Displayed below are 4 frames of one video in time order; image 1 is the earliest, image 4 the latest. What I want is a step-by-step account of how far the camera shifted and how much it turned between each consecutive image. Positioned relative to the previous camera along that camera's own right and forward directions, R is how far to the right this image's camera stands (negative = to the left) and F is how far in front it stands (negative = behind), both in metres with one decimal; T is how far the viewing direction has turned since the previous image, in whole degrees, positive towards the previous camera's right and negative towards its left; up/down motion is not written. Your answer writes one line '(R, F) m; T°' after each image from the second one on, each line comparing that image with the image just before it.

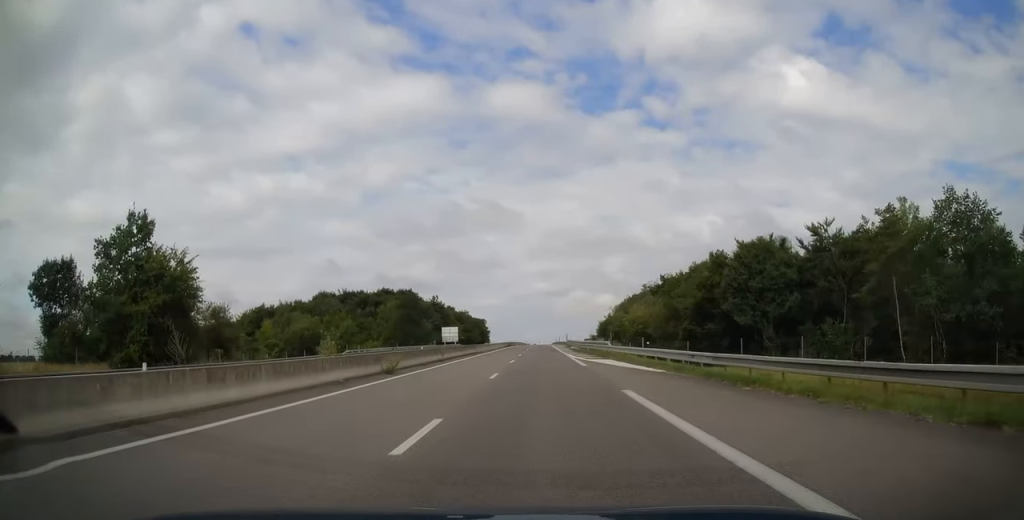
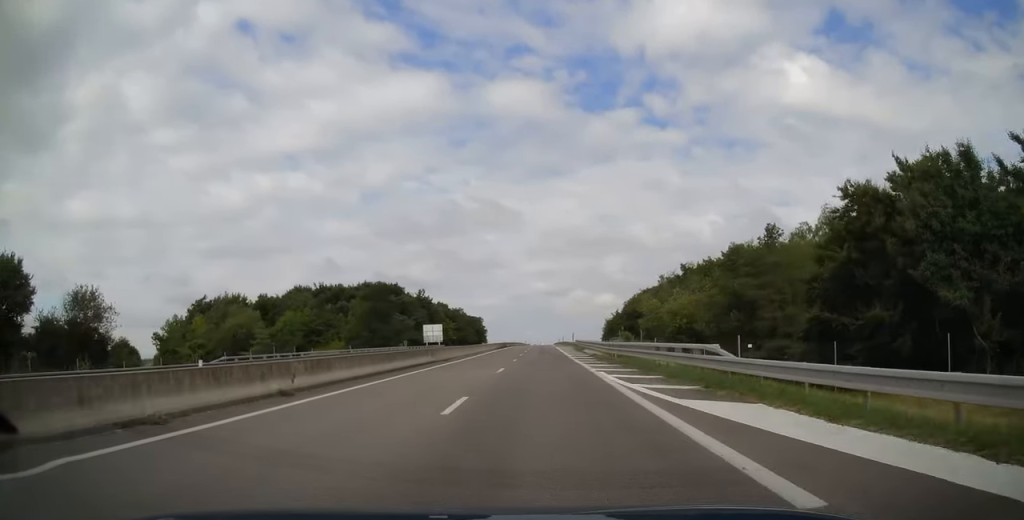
(0.0, +22.9) m; 0°
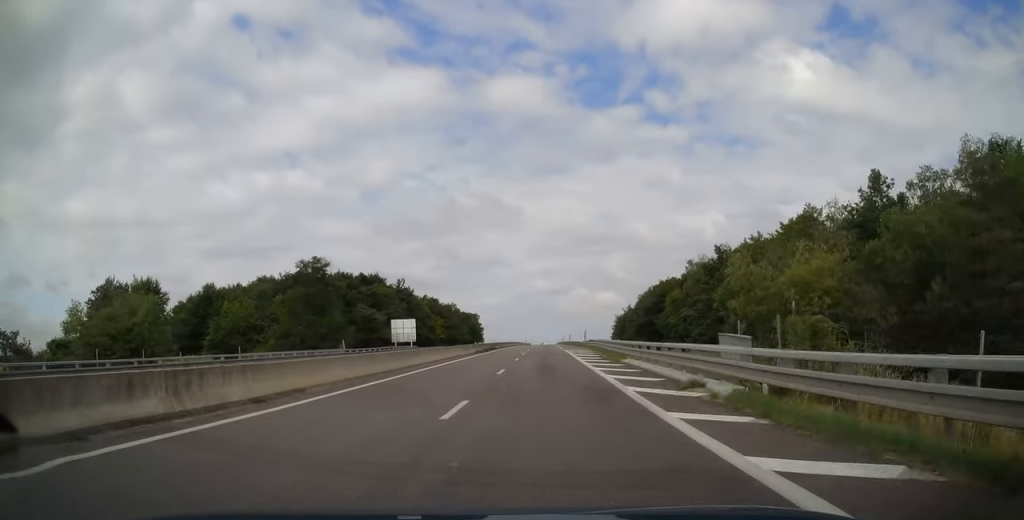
(0.0, +26.3) m; 0°
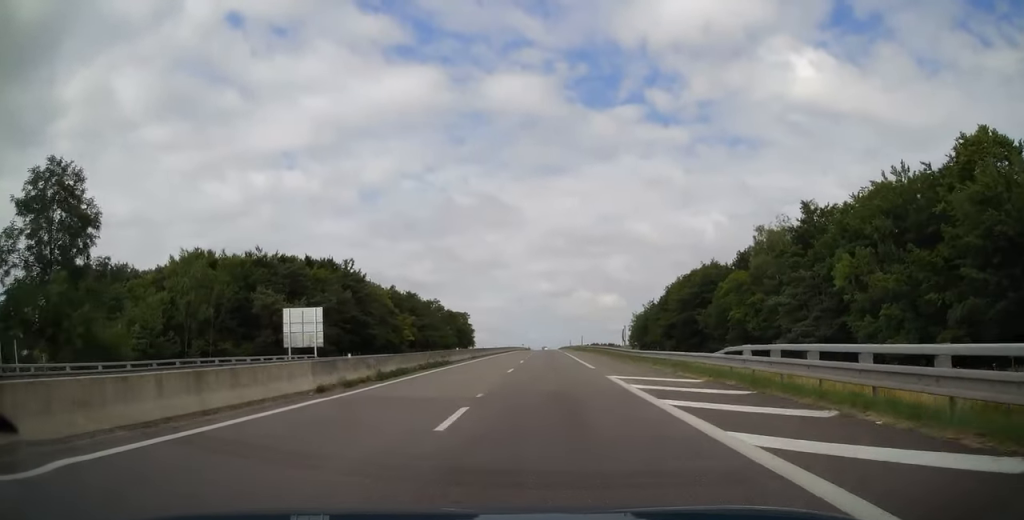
(0.0, +39.0) m; 0°
